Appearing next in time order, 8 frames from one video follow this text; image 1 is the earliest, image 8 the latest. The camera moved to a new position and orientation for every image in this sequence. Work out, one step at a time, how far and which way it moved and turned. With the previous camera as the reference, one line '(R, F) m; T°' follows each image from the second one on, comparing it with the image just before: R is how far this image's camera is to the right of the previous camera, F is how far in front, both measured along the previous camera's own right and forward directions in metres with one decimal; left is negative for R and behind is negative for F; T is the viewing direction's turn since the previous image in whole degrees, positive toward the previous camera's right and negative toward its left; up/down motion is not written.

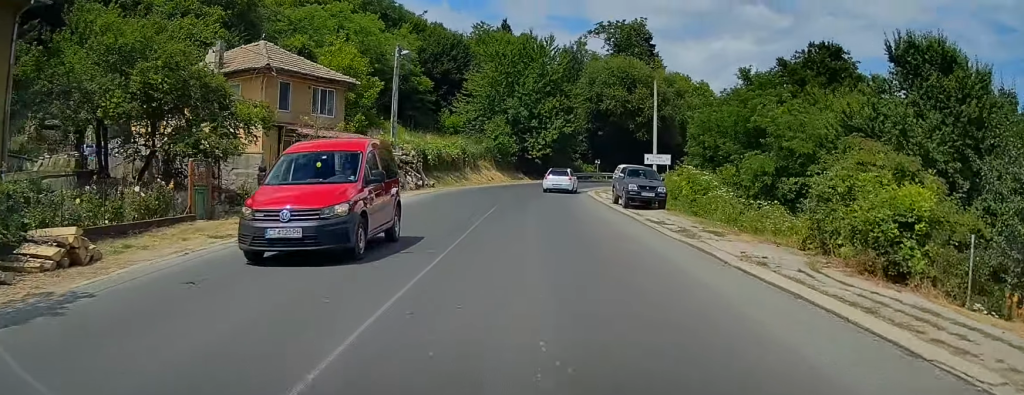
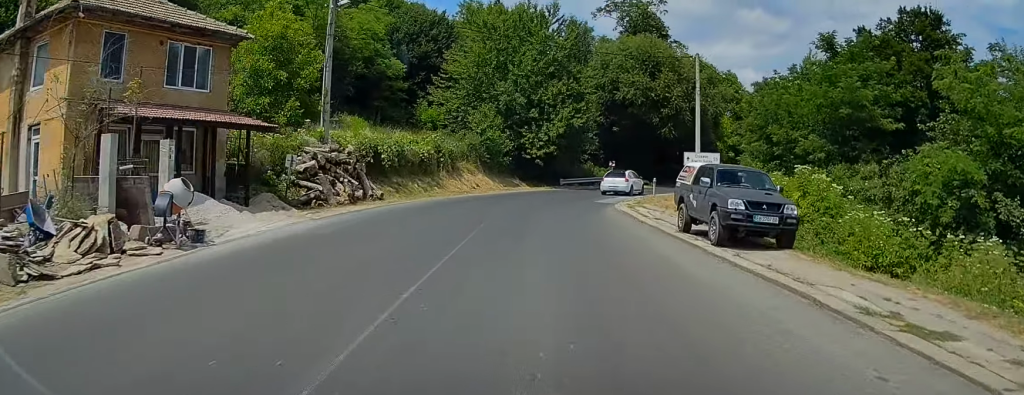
(0.0, +14.2) m; +2°
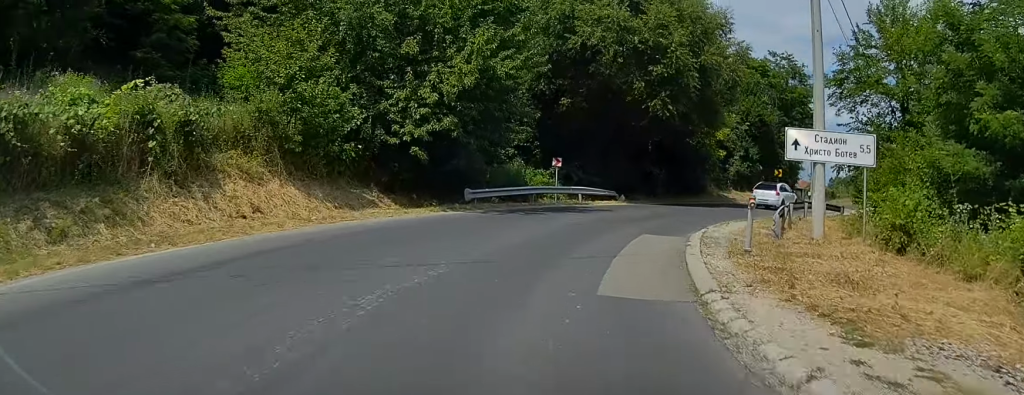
(+1.8, +24.9) m; +12°
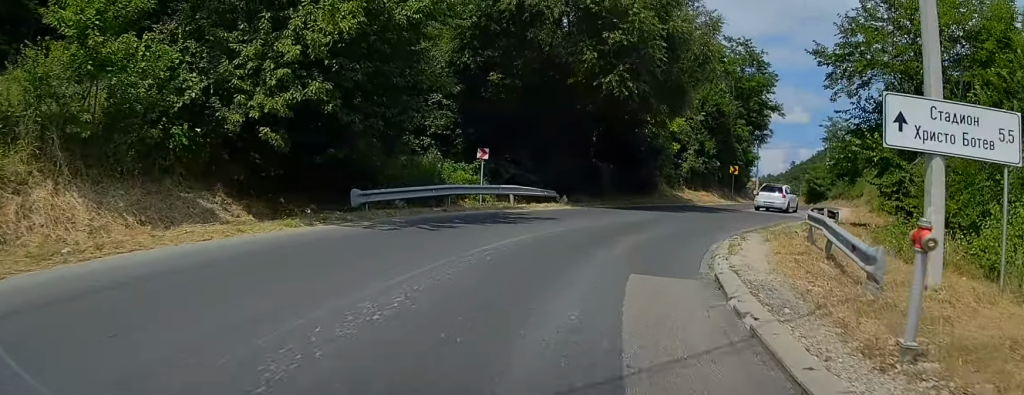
(+0.7, +6.9) m; +7°
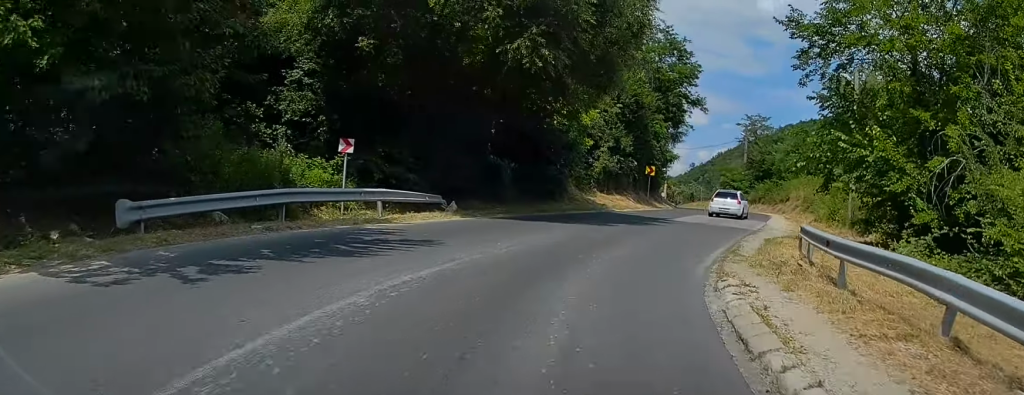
(-0.1, +6.5) m; +6°
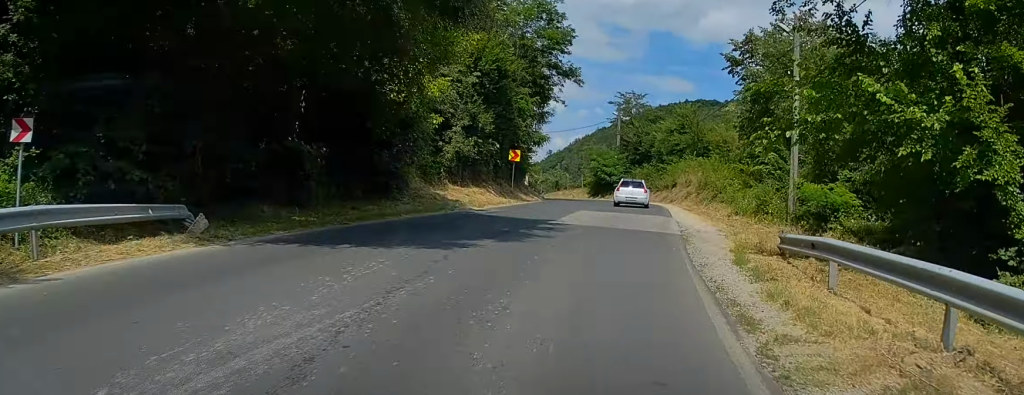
(+1.1, +8.8) m; +8°
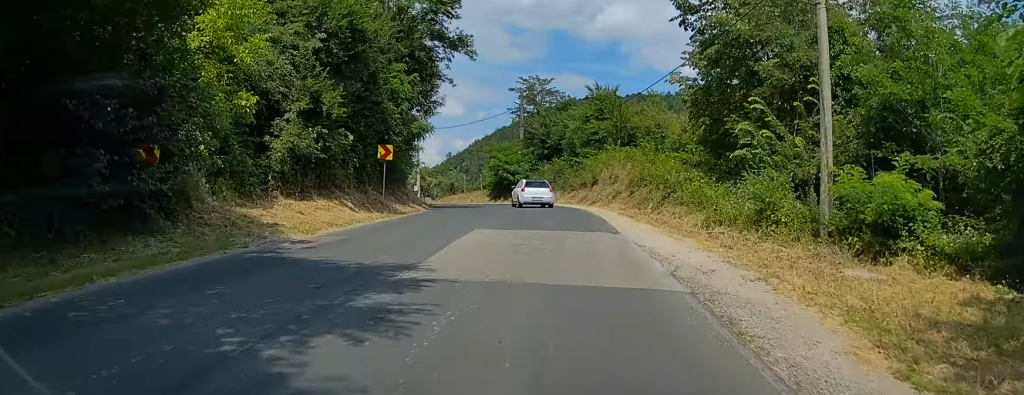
(+0.8, +10.8) m; +6°
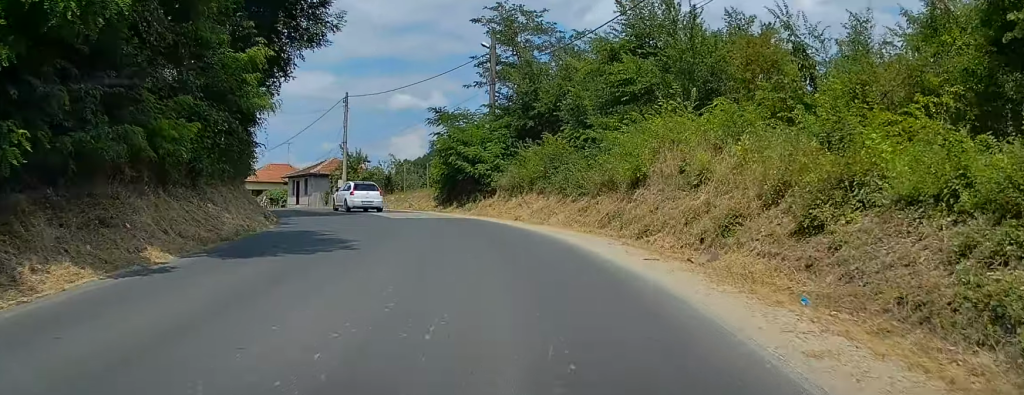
(+0.5, +25.0) m; -3°
